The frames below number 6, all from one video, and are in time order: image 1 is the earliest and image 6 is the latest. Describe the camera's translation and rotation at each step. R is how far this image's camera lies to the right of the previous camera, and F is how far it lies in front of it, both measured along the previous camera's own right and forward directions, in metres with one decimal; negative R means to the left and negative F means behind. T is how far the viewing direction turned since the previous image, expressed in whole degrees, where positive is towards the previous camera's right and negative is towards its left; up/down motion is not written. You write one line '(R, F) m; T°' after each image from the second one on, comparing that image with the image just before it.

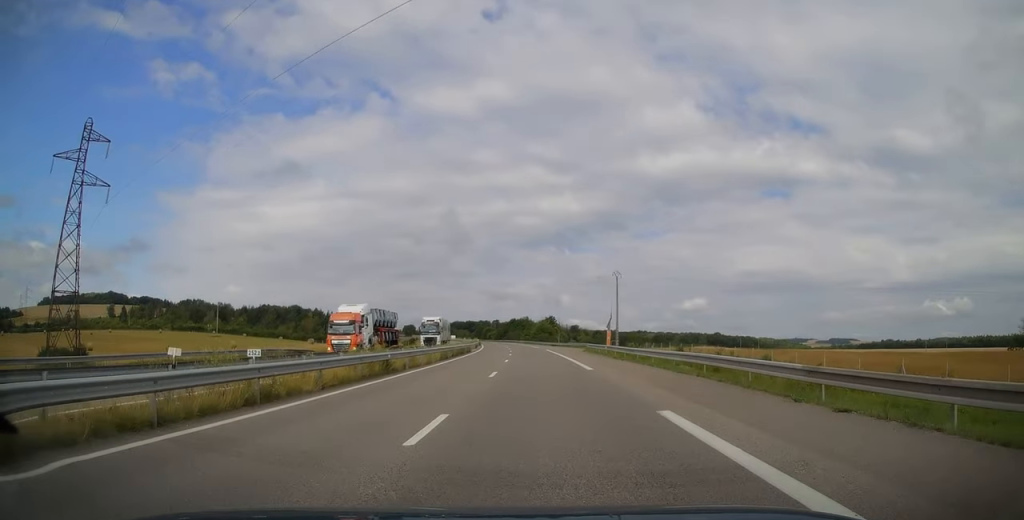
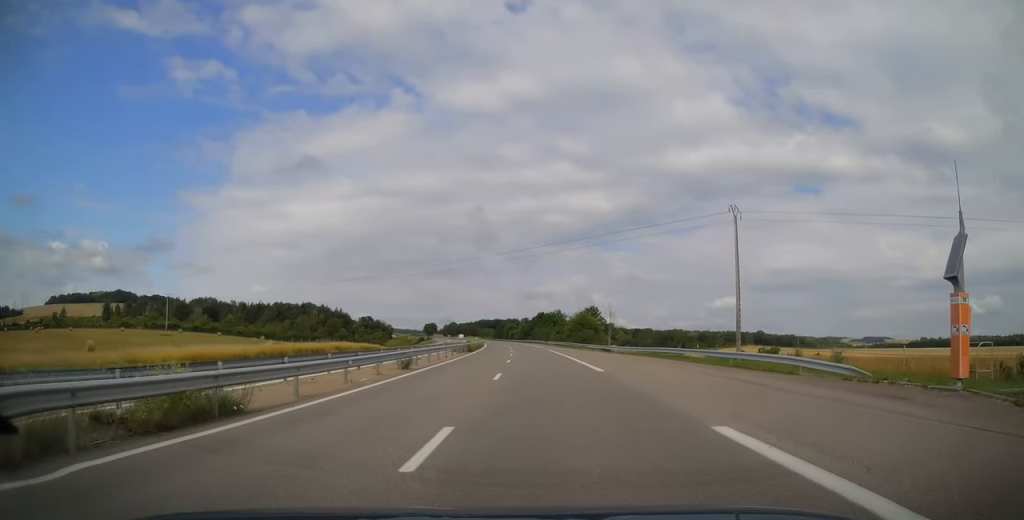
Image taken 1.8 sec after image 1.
(-1.6, +54.7) m; -3°
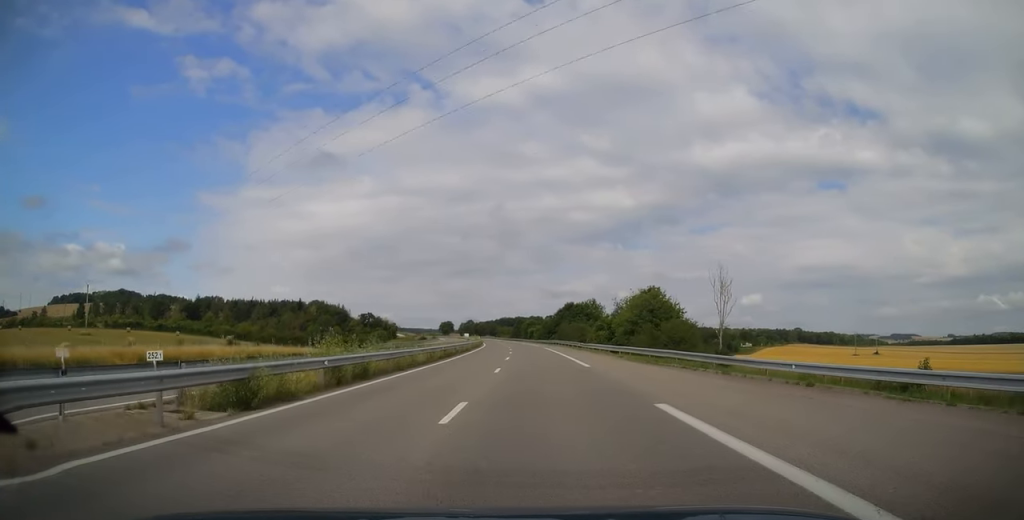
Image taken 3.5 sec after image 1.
(-0.8, +49.8) m; -3°
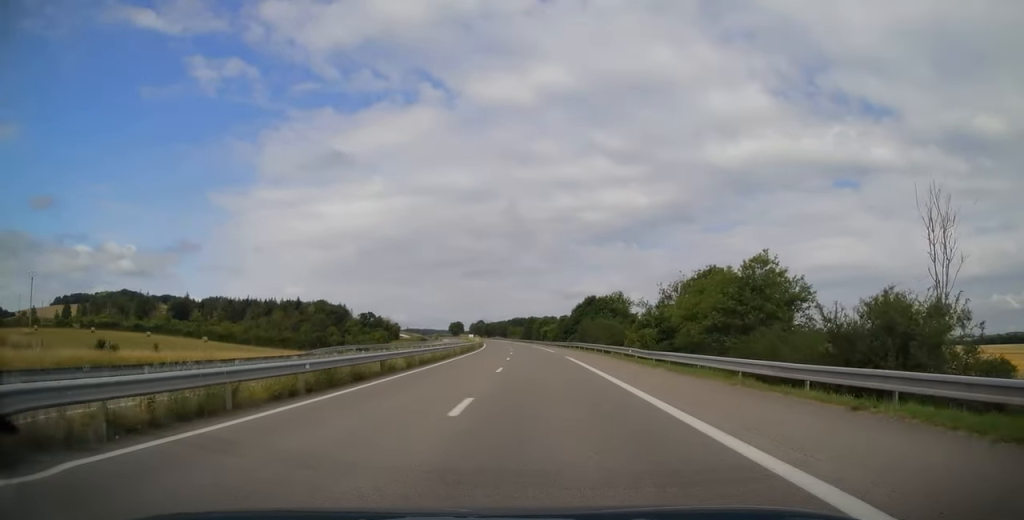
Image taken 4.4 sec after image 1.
(-0.6, +25.7) m; -1°
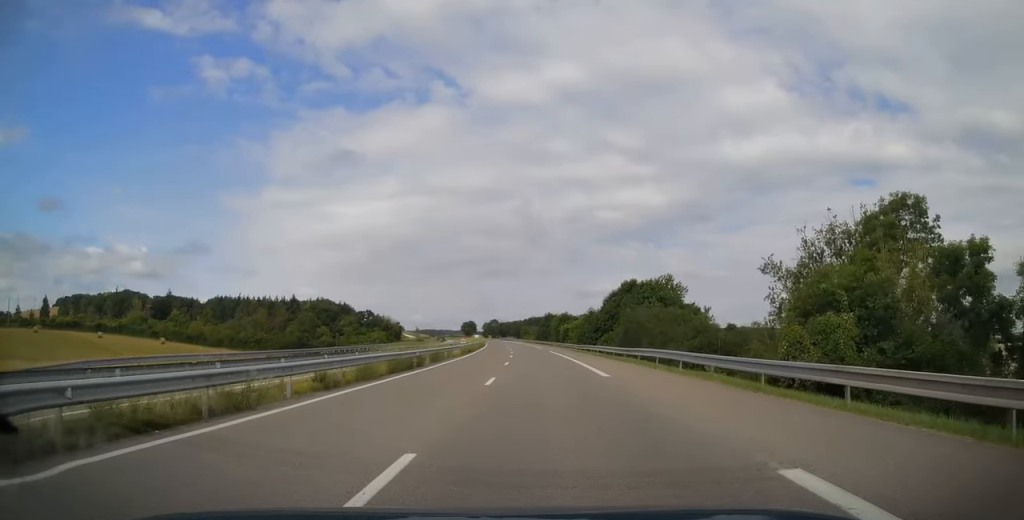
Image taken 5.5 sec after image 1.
(-0.2, +33.1) m; -1°
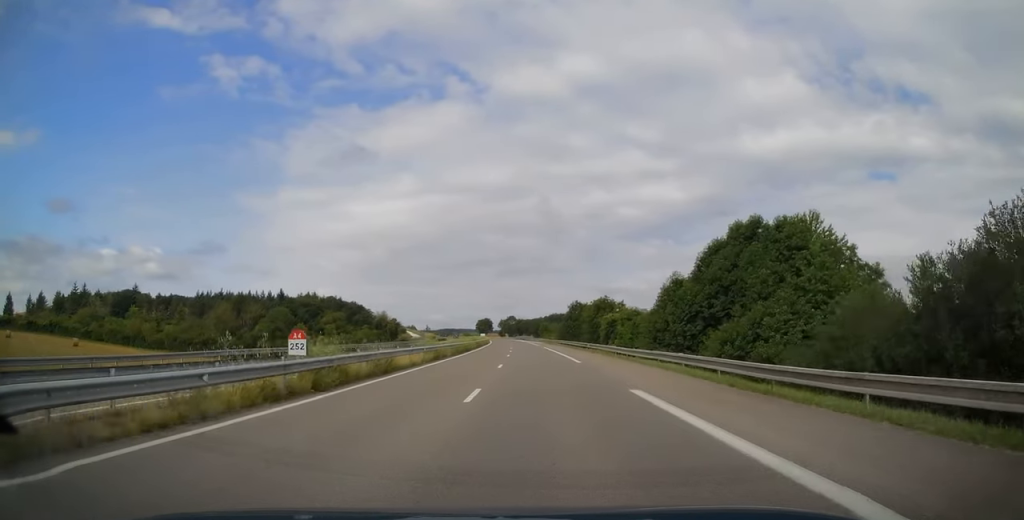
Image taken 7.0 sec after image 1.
(-1.0, +44.4) m; -2°
